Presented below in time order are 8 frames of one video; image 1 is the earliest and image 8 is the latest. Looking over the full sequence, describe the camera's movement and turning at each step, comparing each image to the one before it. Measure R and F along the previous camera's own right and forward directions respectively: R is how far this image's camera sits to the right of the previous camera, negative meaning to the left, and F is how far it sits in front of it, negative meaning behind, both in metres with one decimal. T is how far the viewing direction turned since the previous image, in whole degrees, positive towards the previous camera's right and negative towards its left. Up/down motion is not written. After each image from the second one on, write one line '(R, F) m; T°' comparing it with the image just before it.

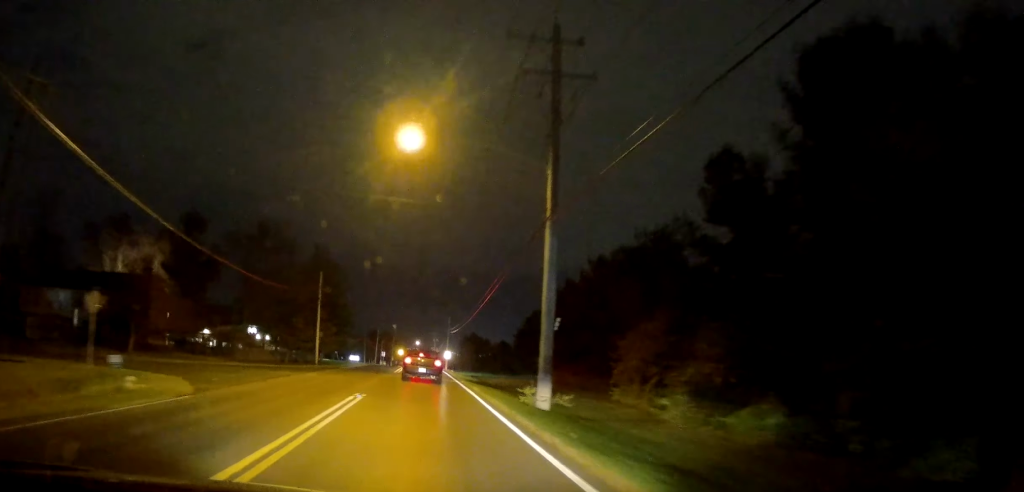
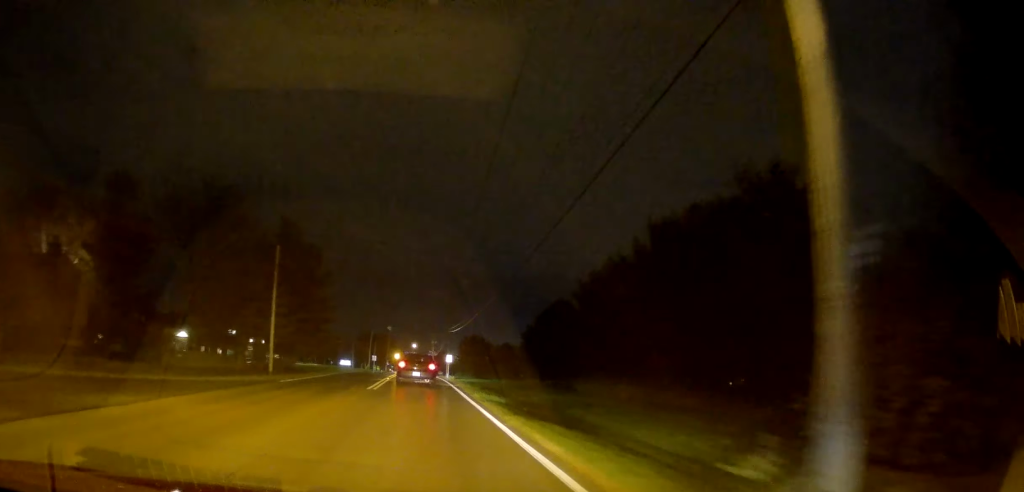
(0.0, +15.9) m; 0°
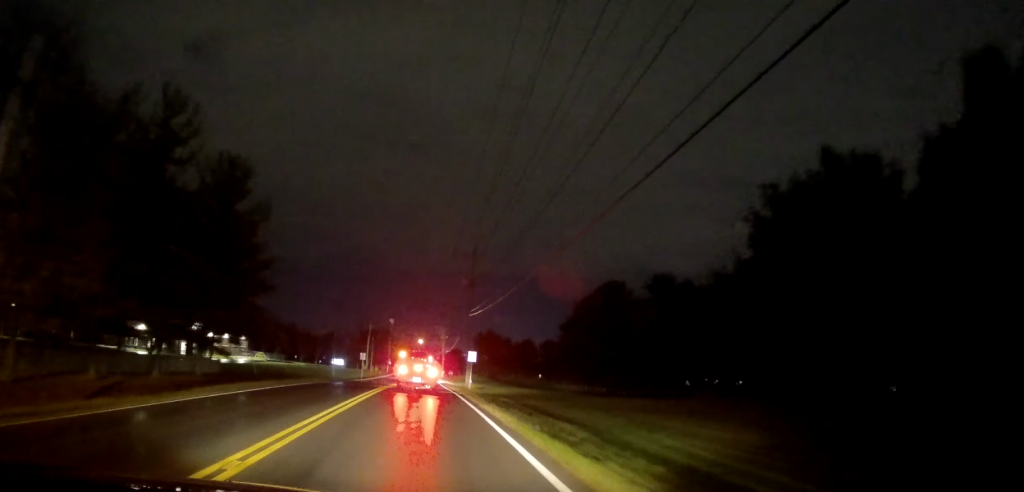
(0.0, +29.1) m; 0°
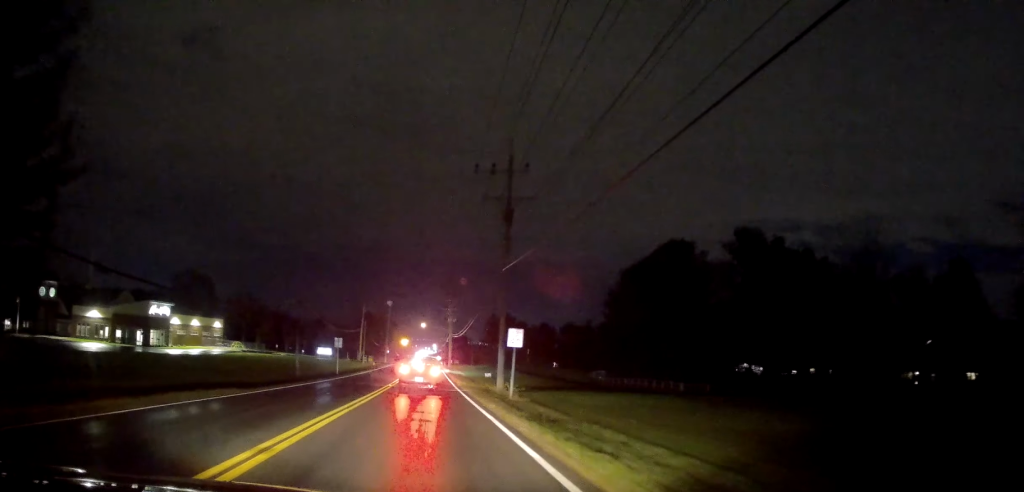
(0.0, +23.1) m; 0°
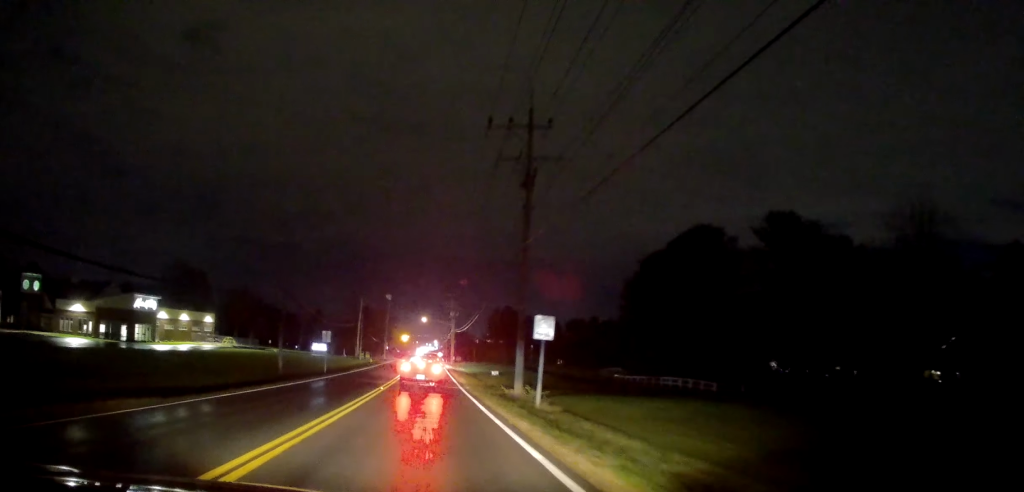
(0.0, +6.6) m; 0°
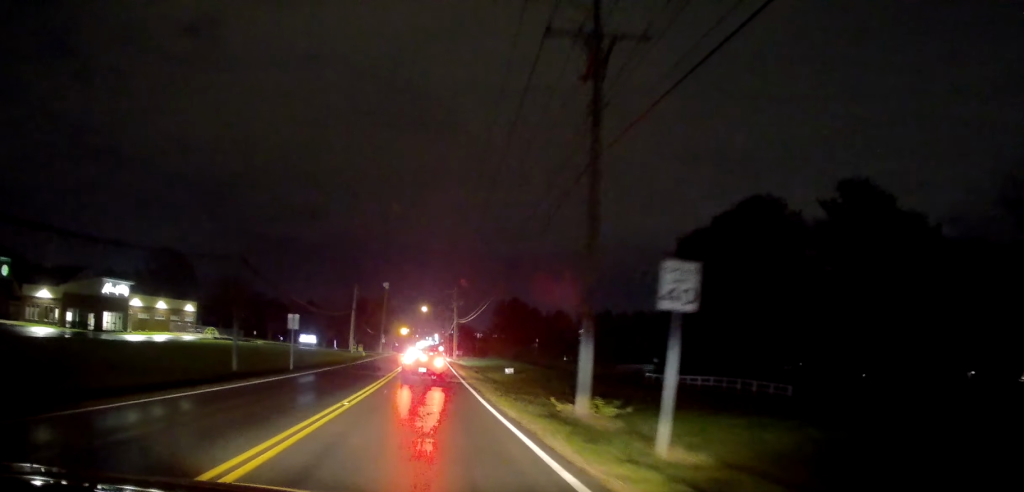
(0.0, +11.5) m; -1°
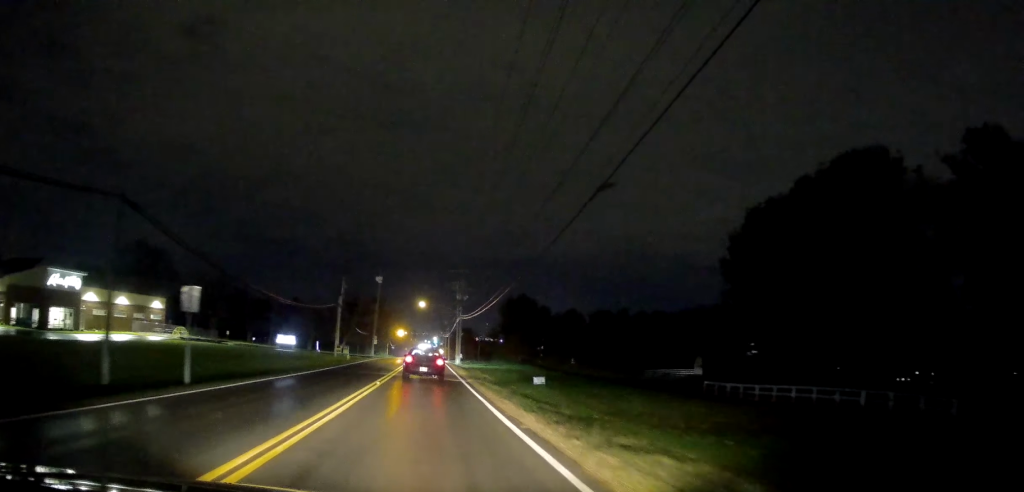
(-0.3, +15.6) m; -1°
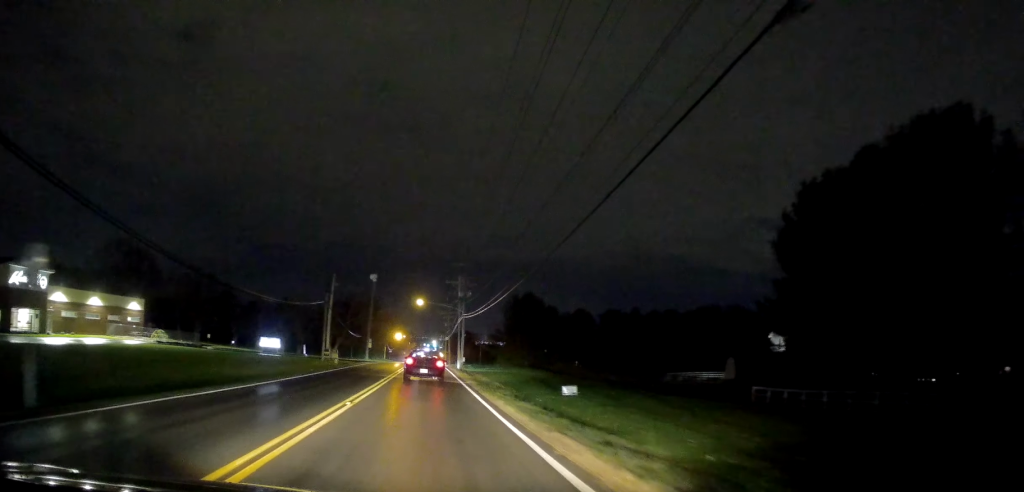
(-0.2, +9.0) m; 0°
